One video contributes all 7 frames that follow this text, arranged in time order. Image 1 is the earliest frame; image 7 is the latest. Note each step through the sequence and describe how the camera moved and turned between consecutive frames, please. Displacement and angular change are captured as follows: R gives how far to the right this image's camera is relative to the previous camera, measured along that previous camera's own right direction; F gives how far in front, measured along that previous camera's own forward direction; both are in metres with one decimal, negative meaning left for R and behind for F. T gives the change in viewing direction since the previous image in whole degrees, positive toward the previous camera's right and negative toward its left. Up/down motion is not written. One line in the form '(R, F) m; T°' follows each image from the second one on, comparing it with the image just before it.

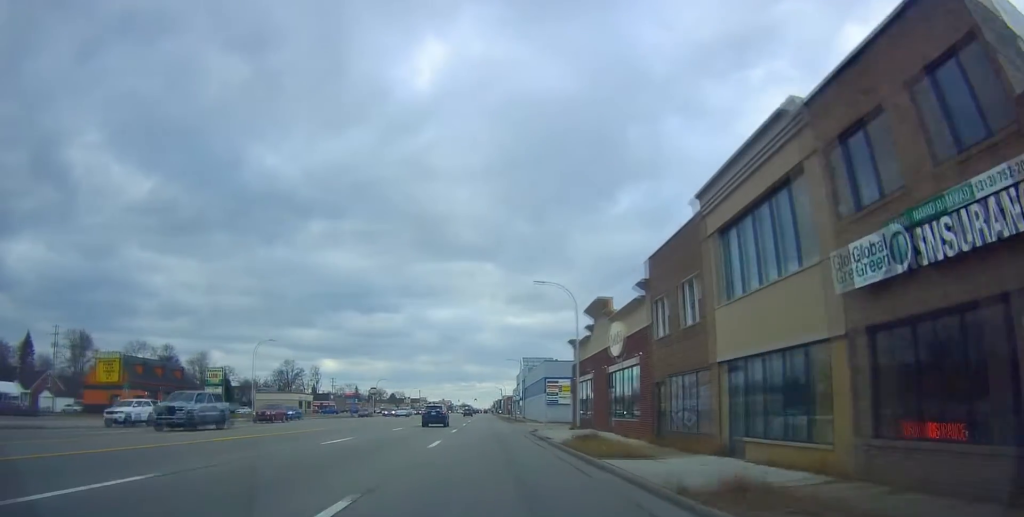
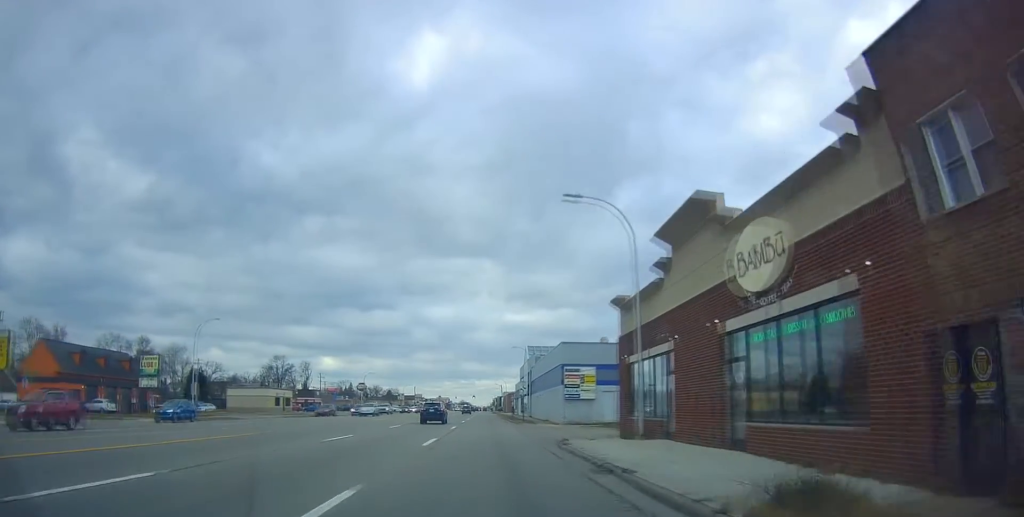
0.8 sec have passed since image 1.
(-0.2, +15.1) m; -1°
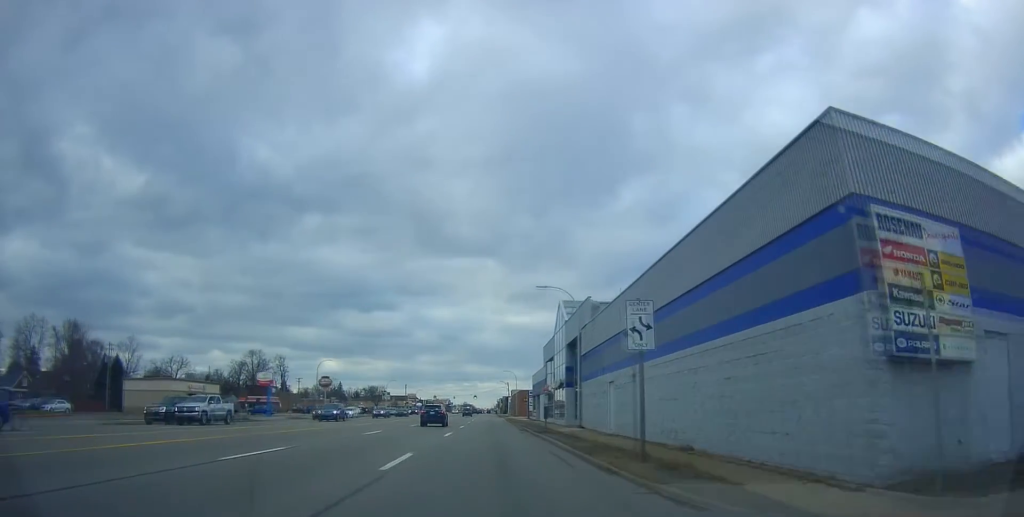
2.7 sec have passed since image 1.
(-0.4, +39.0) m; 0°
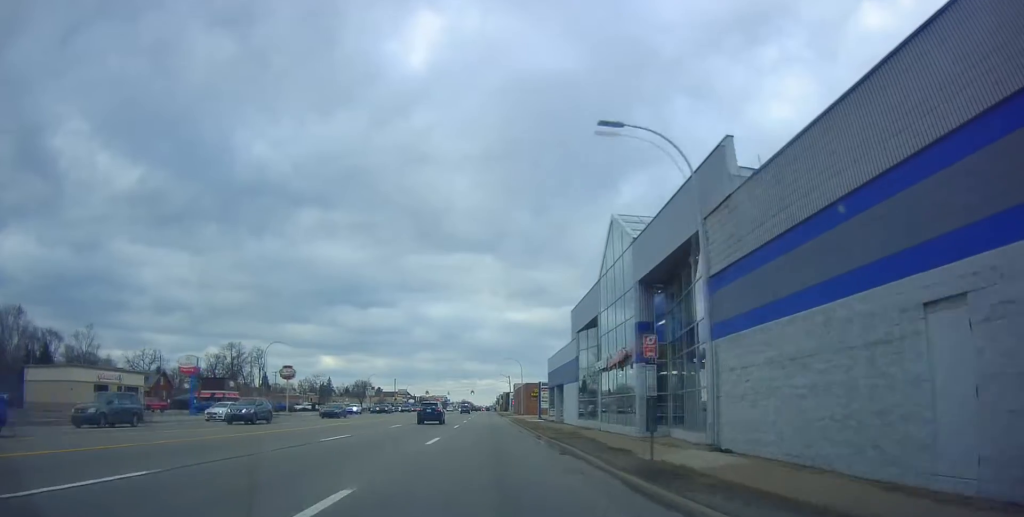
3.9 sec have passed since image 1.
(+0.4, +22.8) m; +2°
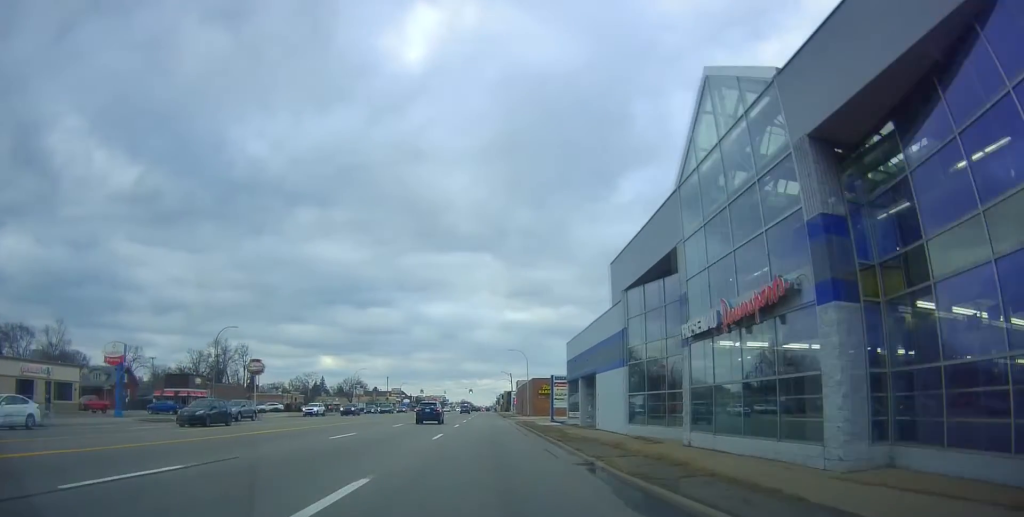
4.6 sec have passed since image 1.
(+0.1, +14.1) m; 0°
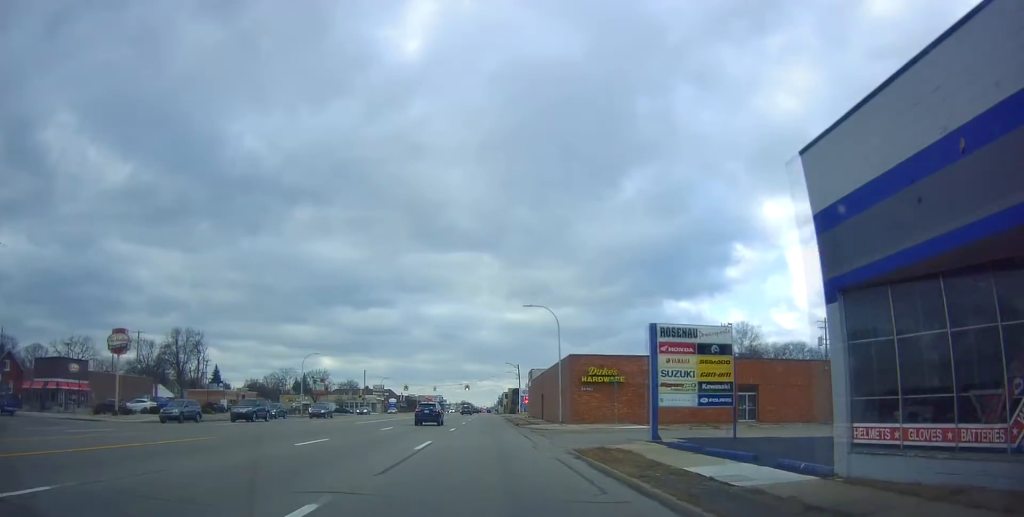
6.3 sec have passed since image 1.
(-0.9, +34.8) m; -3°
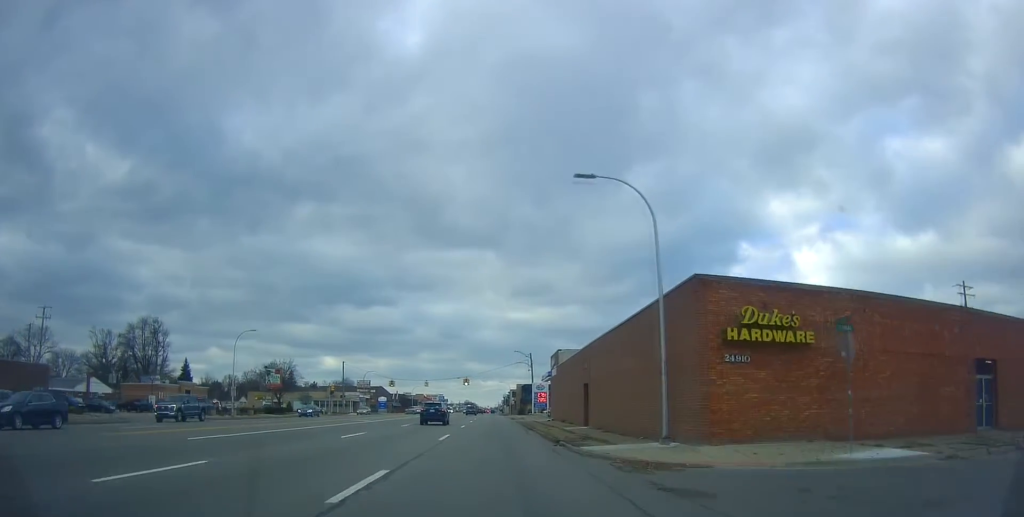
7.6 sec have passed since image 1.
(0.0, +25.7) m; 0°
